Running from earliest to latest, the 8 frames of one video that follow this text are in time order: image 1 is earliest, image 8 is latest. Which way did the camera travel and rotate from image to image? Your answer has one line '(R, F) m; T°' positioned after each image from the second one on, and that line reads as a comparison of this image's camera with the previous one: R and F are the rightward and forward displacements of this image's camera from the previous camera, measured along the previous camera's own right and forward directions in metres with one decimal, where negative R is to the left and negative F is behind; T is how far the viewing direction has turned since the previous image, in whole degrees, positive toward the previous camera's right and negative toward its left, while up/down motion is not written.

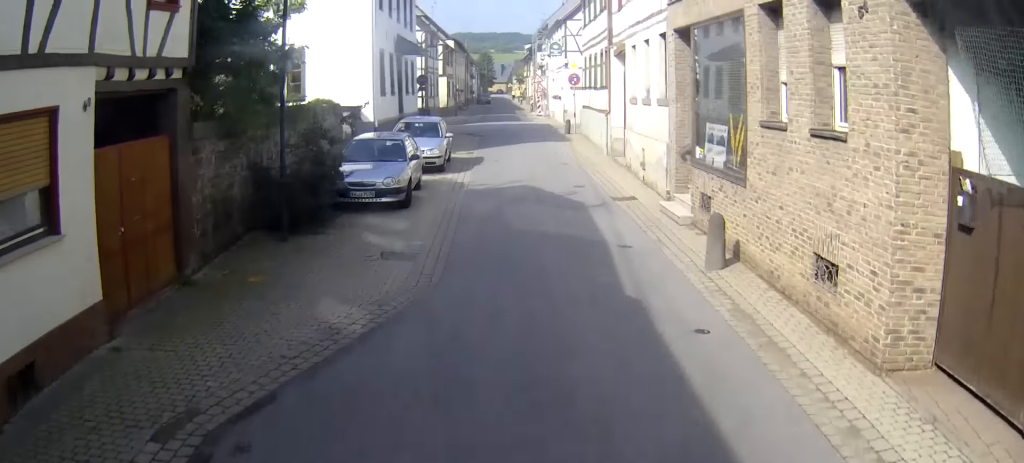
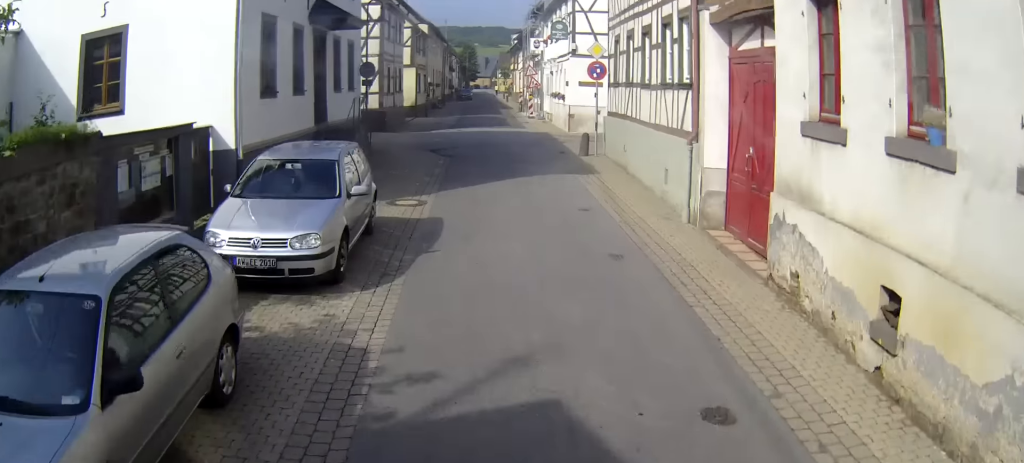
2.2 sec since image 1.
(+0.8, +11.2) m; +5°
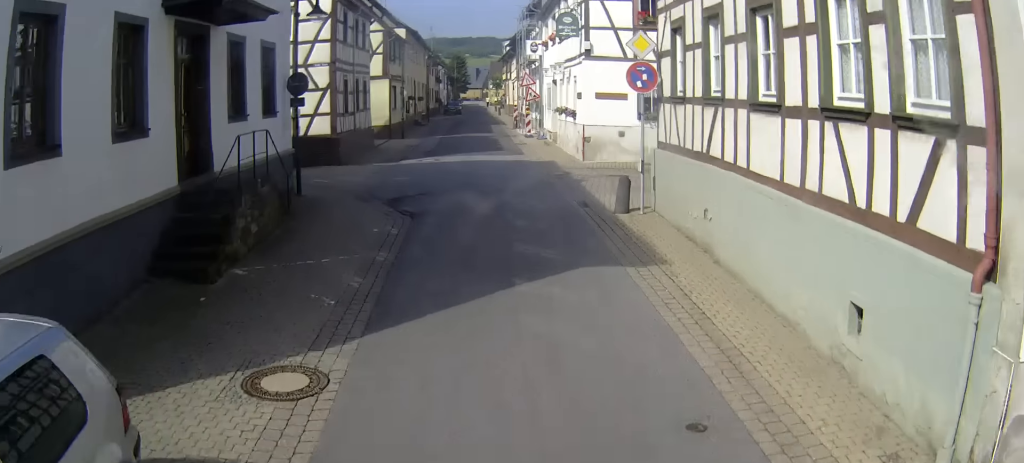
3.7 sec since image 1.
(0.0, +7.6) m; -3°
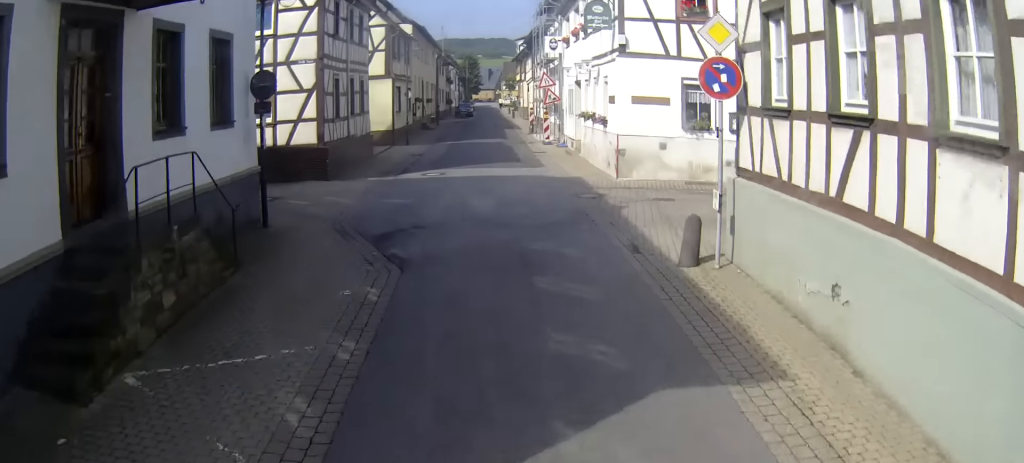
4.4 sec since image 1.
(-0.2, +3.9) m; -3°
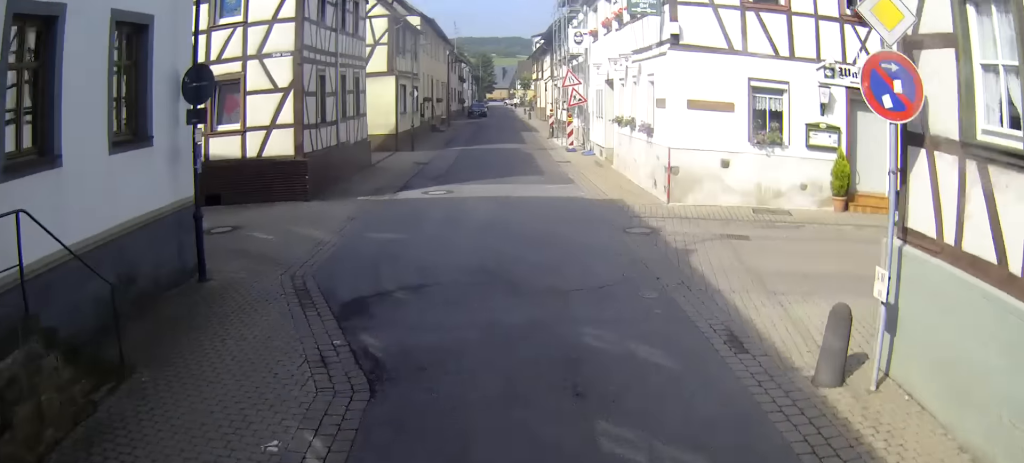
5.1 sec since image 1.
(0.0, +3.9) m; -1°
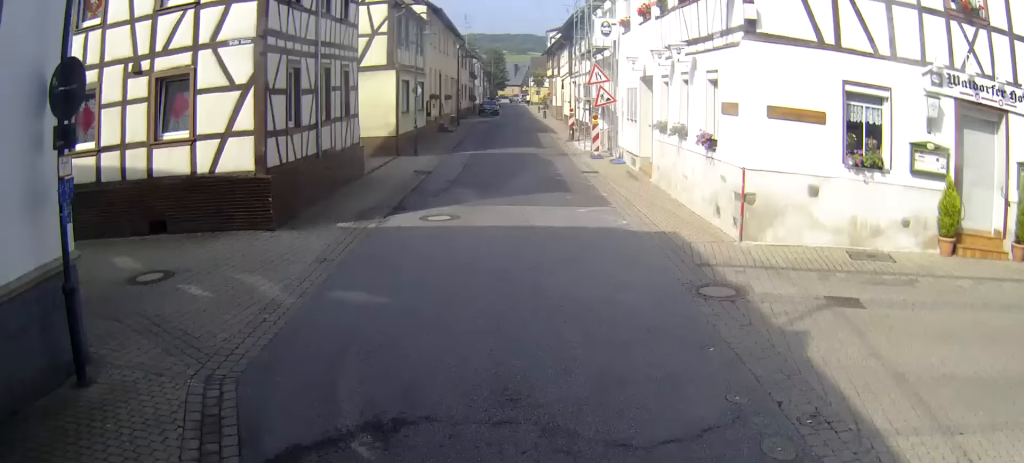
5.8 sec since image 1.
(0.0, +3.9) m; -1°
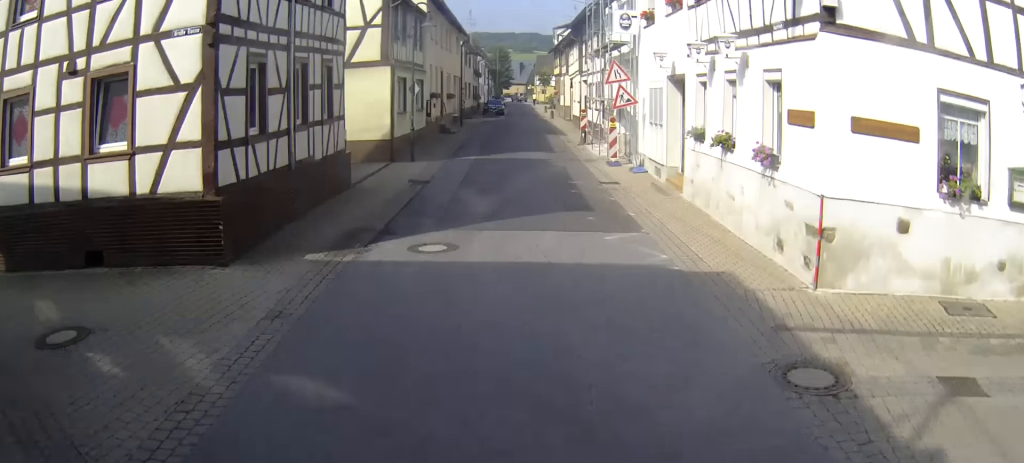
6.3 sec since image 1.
(0.0, +2.6) m; -1°
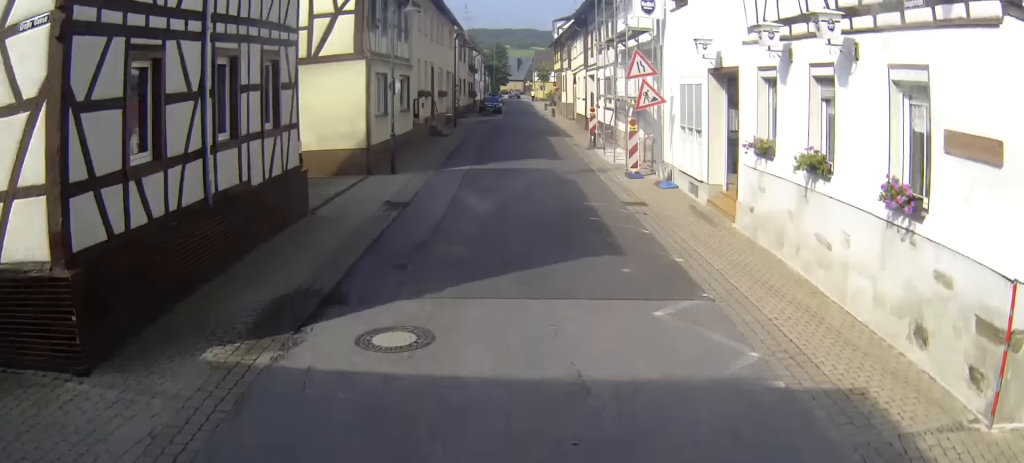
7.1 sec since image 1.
(0.0, +4.1) m; -2°
